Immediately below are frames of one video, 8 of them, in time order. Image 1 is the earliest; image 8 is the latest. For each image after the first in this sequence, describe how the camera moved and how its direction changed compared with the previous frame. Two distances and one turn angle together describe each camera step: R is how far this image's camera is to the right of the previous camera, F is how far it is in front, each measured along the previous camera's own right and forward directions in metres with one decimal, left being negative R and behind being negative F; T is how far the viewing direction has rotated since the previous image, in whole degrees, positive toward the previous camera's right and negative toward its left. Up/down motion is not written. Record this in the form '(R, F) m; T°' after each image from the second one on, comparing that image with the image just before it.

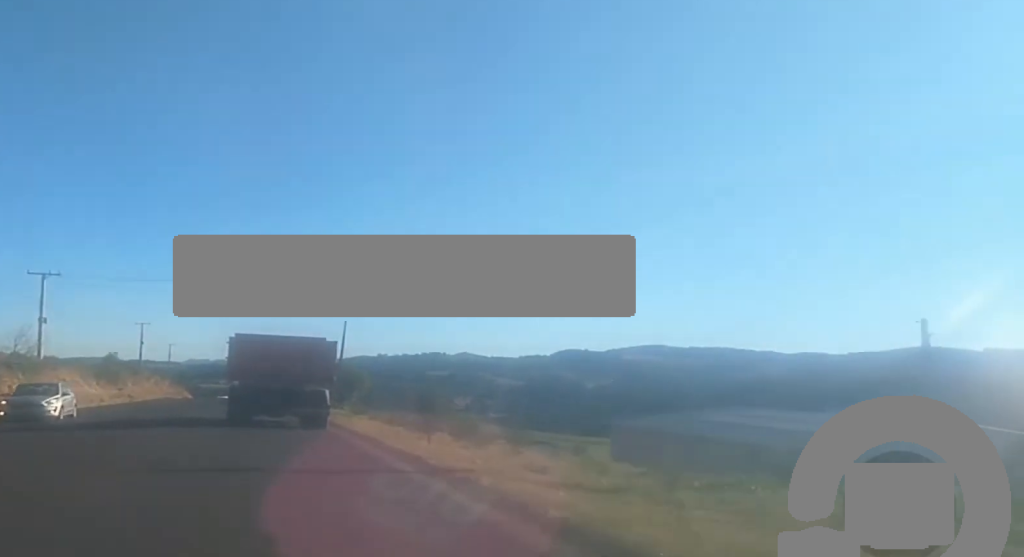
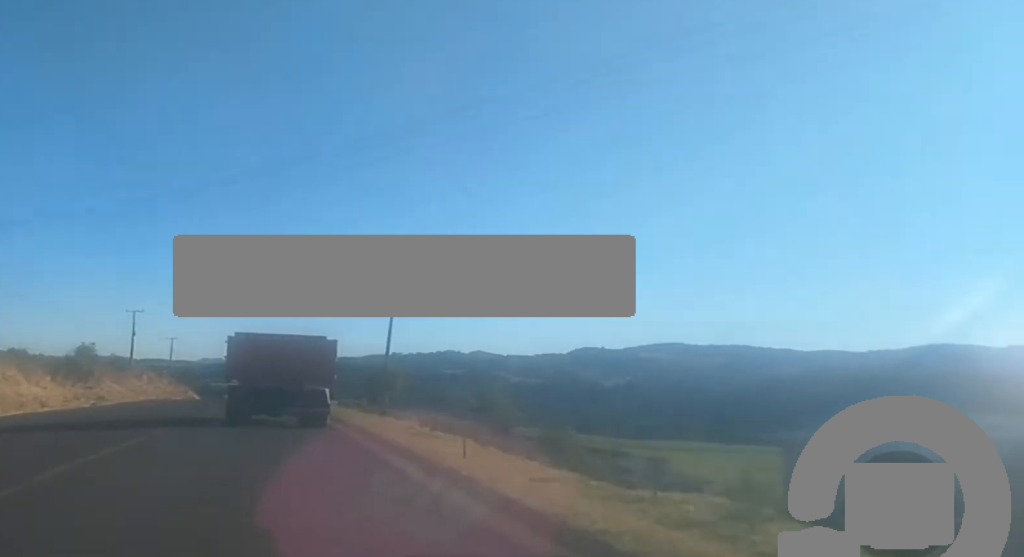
(-0.3, +22.8) m; 0°
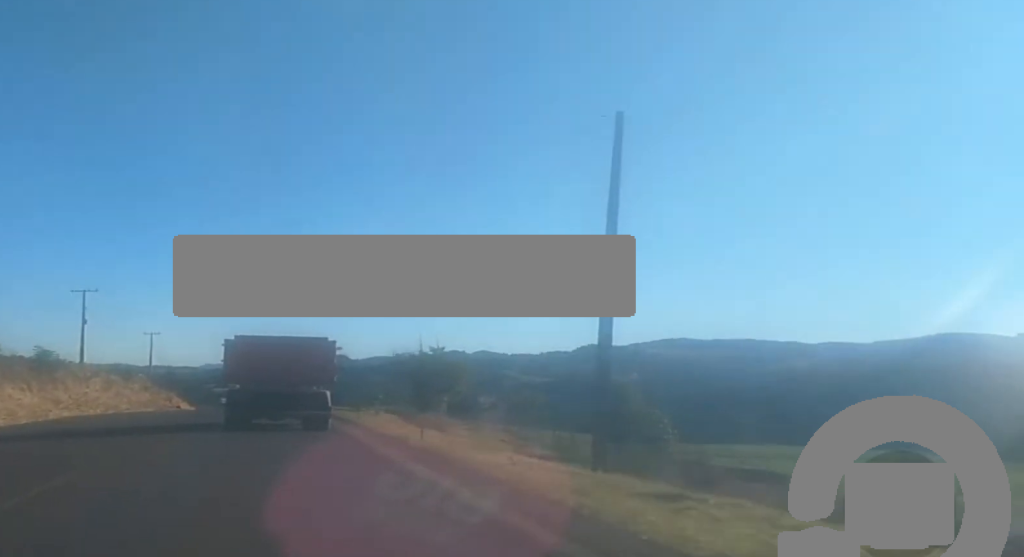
(+0.8, +34.4) m; +2°
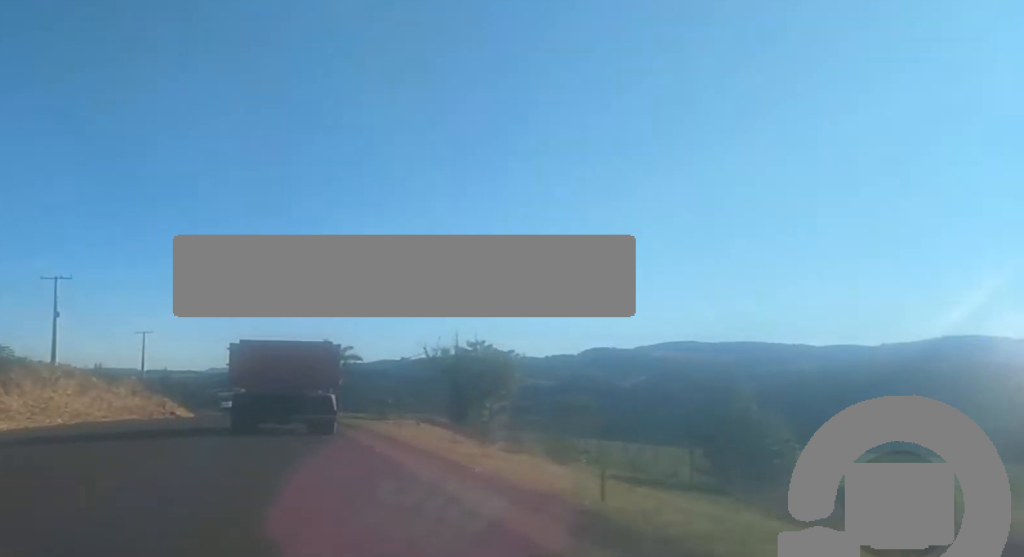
(+0.1, +13.6) m; +1°
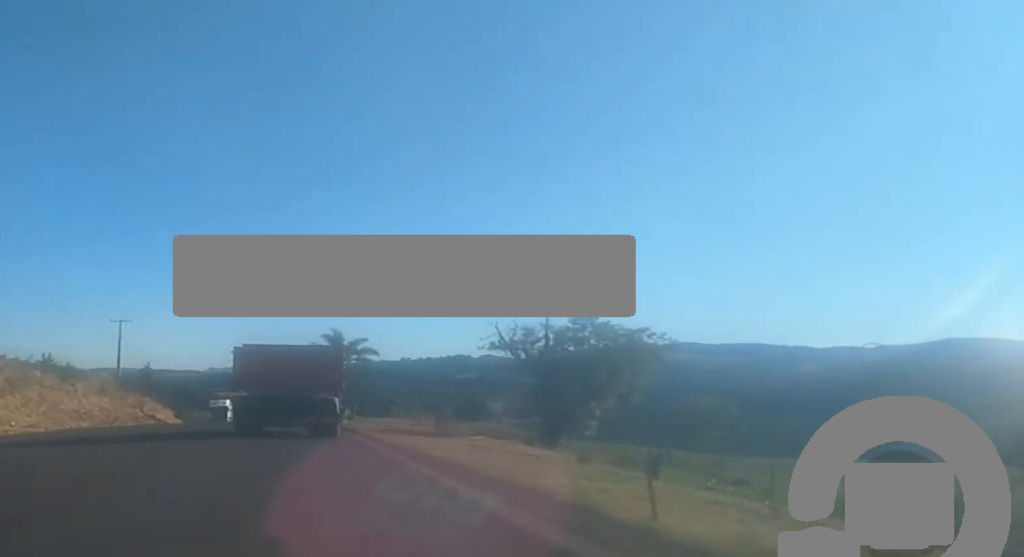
(+0.4, +20.5) m; -1°
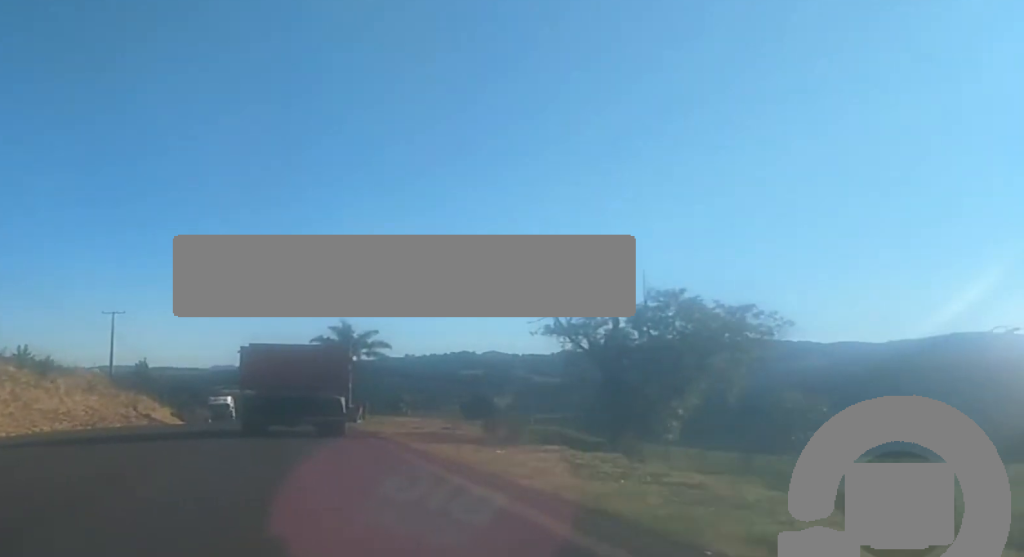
(-0.2, +8.1) m; -1°
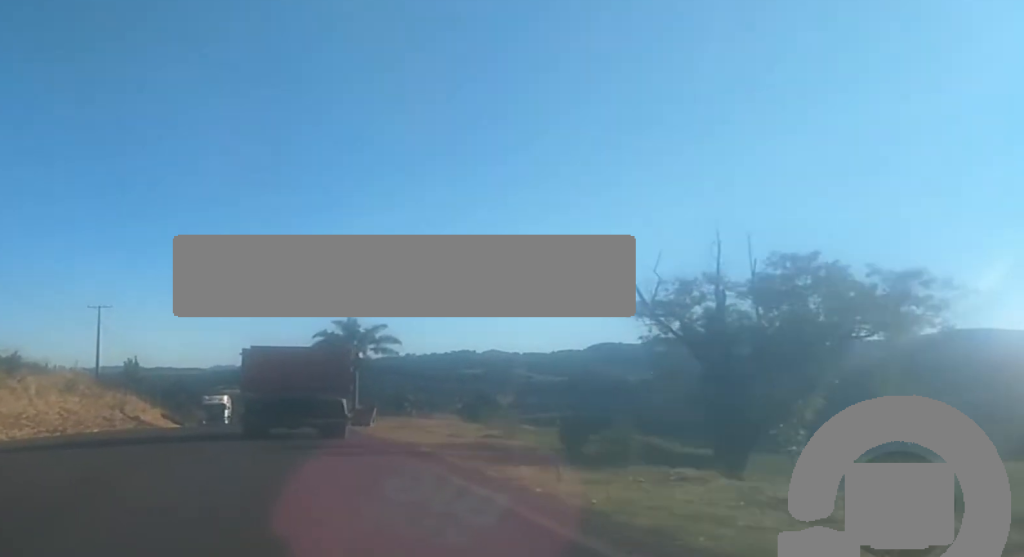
(-0.2, +8.1) m; -1°
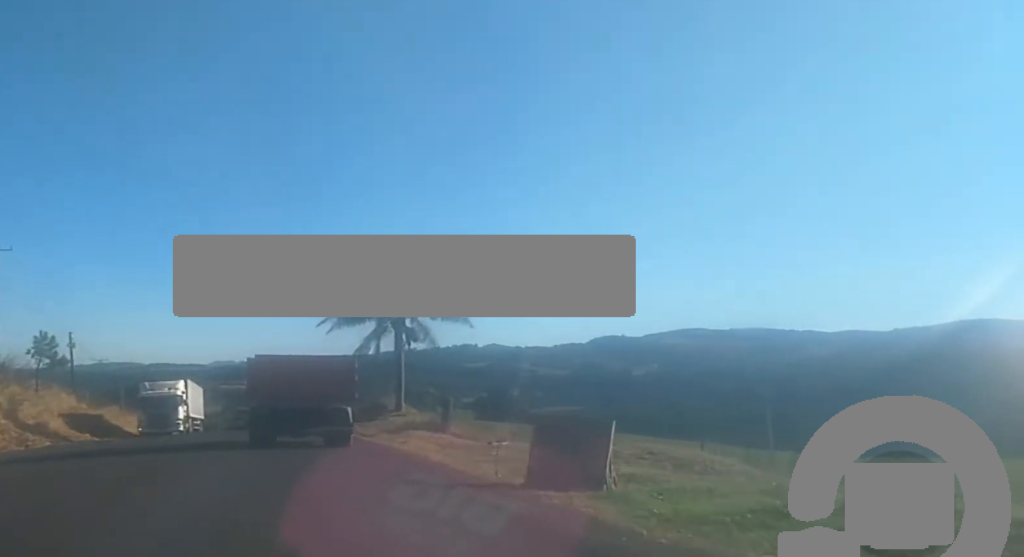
(-0.2, +36.0) m; 0°
